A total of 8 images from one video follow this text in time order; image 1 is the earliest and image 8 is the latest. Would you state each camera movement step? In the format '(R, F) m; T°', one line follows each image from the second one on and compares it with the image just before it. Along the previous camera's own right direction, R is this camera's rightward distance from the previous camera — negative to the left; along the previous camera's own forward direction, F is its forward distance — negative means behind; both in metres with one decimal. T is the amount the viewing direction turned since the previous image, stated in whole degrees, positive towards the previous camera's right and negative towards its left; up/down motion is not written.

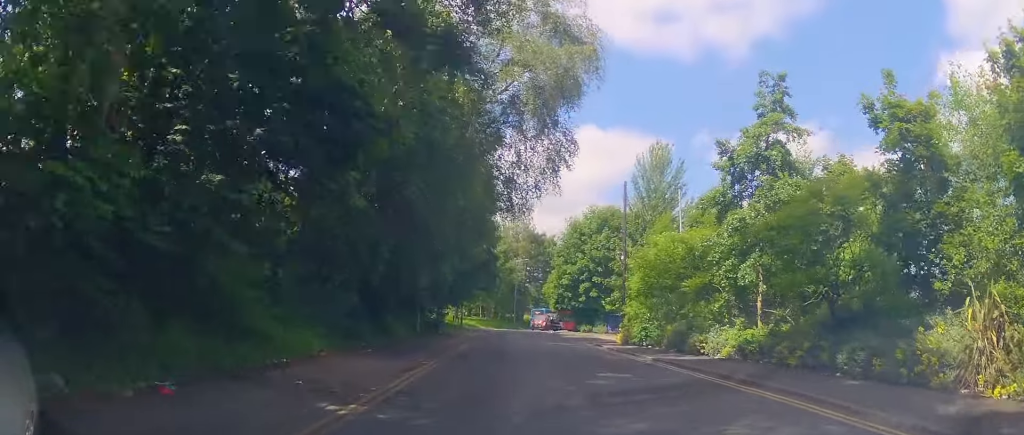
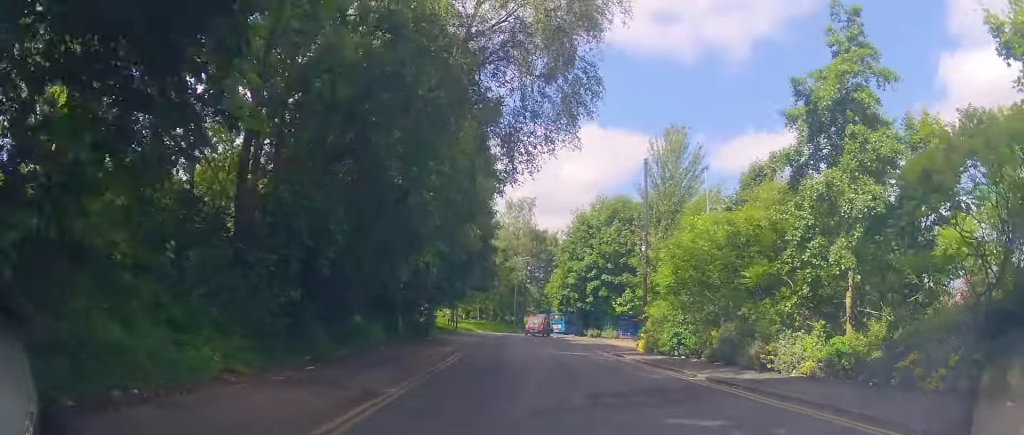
(0.0, +5.4) m; 0°
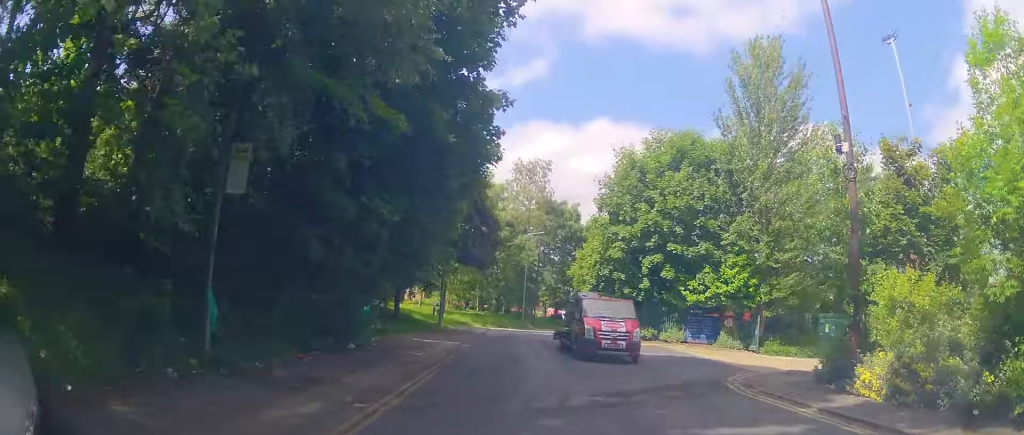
(-0.3, +17.8) m; -2°
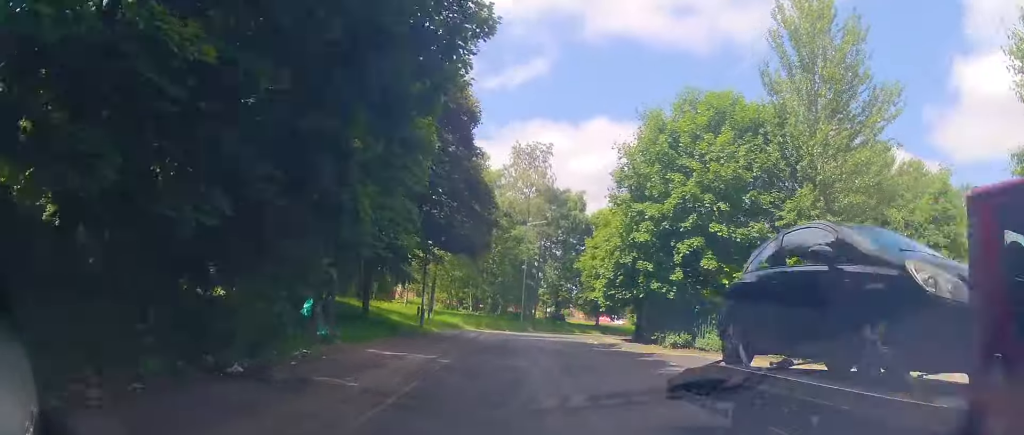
(0.0, +6.7) m; 0°
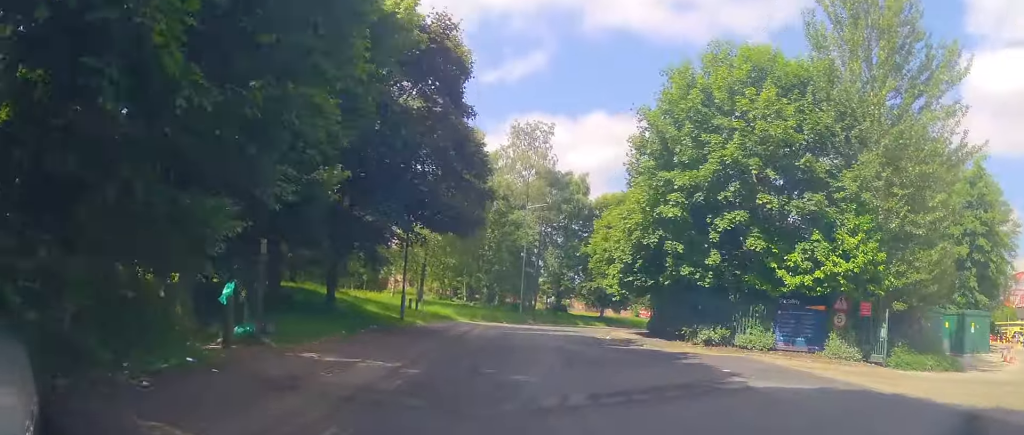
(0.0, +4.8) m; 0°
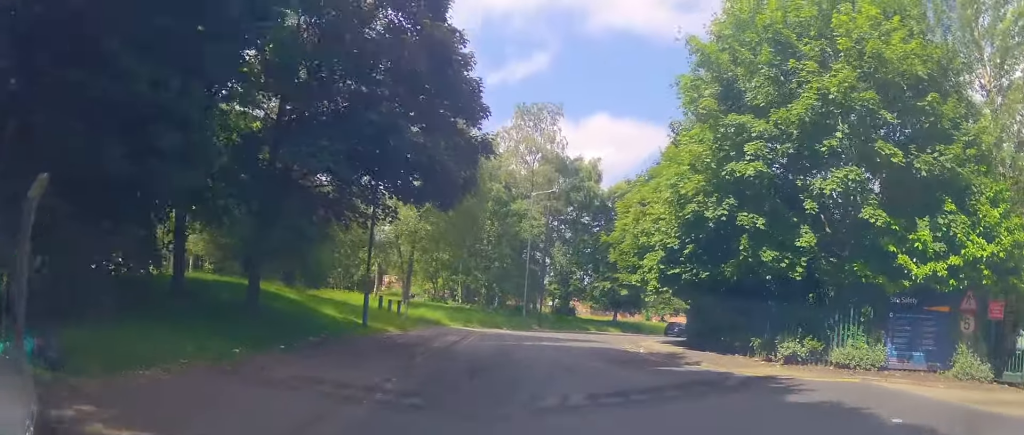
(0.0, +6.7) m; -1°
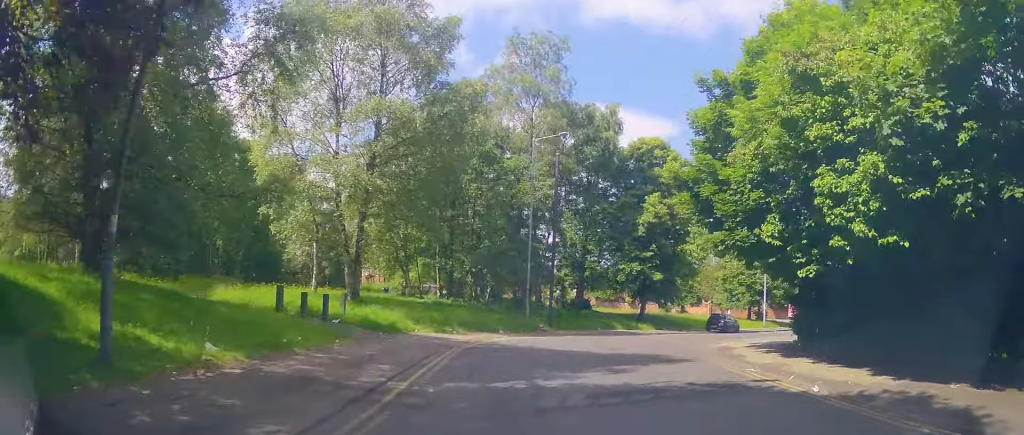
(+0.1, +12.3) m; +4°
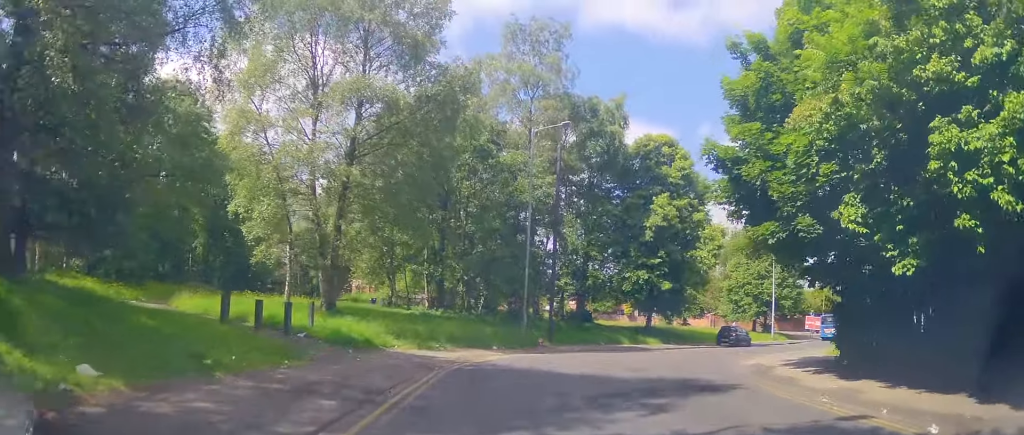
(+0.1, +3.1) m; +3°
